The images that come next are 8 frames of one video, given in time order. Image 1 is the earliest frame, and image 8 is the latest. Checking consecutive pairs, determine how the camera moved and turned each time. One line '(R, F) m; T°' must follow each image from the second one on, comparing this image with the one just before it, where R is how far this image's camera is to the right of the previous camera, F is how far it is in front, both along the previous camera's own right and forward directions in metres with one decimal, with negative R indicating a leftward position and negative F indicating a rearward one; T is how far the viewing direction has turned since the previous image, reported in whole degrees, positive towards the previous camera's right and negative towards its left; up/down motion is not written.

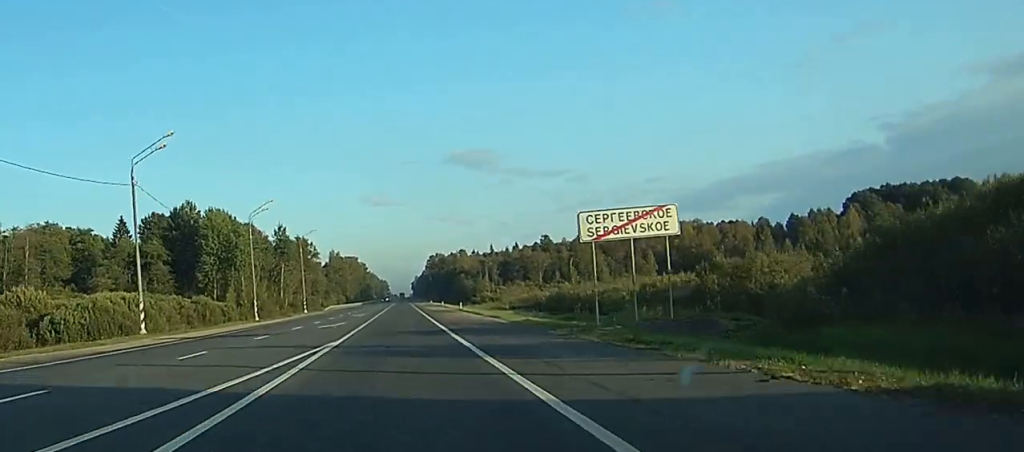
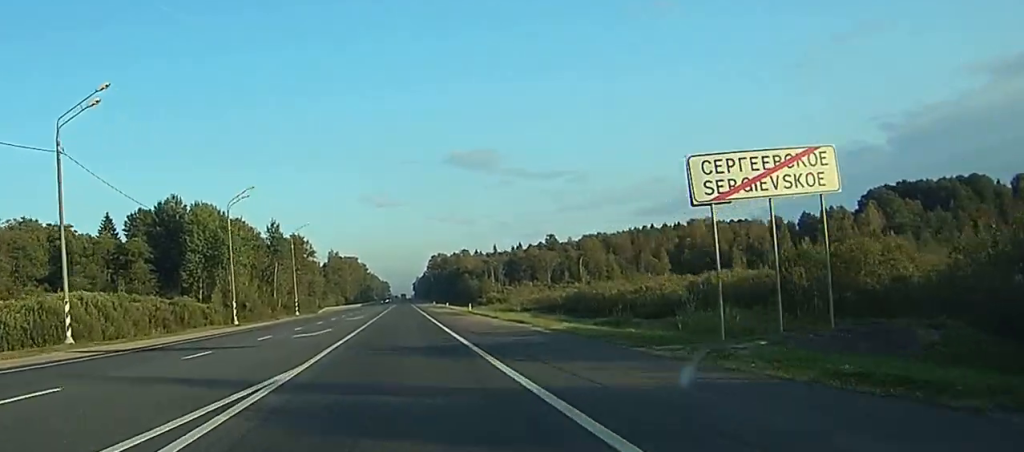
(+0.2, +11.9) m; +1°
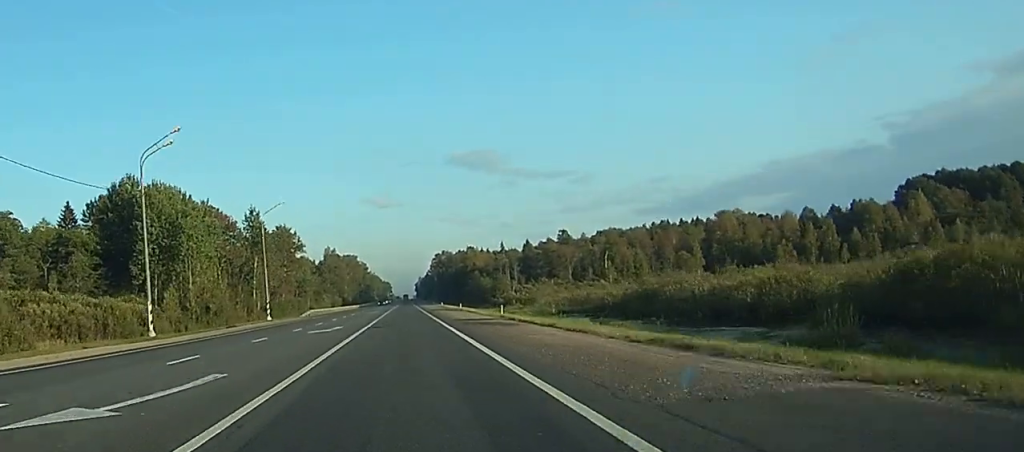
(+0.1, +26.0) m; 0°
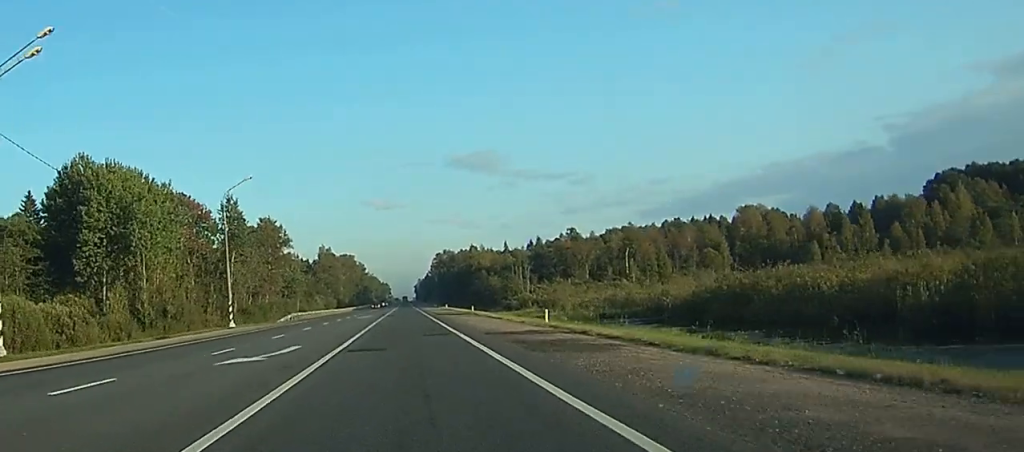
(-0.1, +17.6) m; +1°
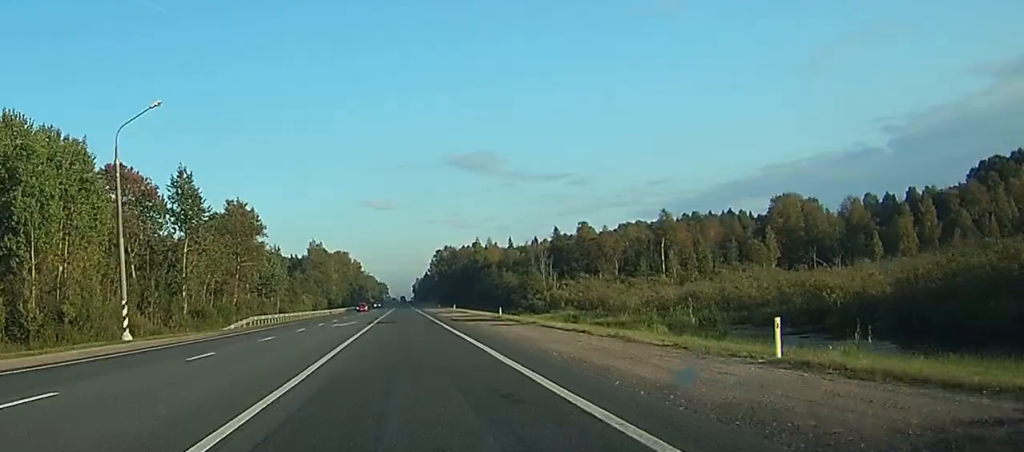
(+0.6, +22.8) m; 0°
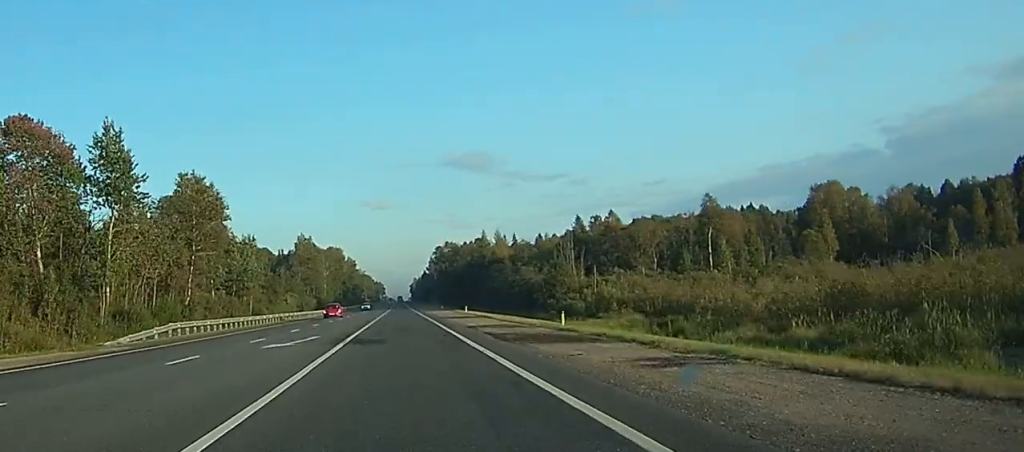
(-0.9, +20.5) m; -2°
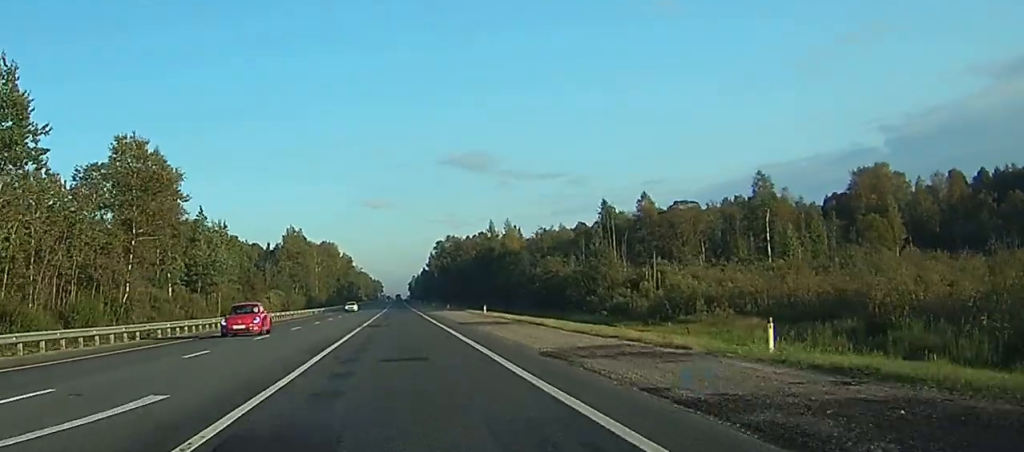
(0.0, +19.5) m; +1°
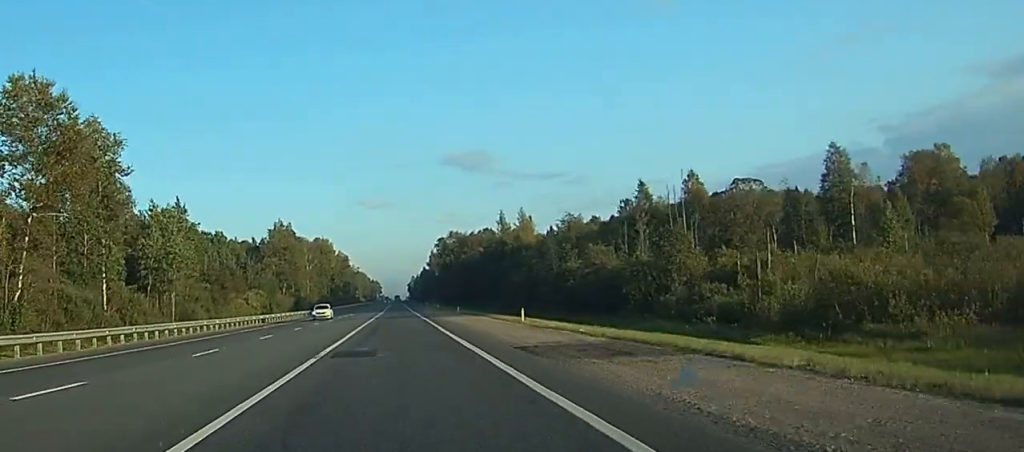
(+0.2, +23.5) m; +1°
